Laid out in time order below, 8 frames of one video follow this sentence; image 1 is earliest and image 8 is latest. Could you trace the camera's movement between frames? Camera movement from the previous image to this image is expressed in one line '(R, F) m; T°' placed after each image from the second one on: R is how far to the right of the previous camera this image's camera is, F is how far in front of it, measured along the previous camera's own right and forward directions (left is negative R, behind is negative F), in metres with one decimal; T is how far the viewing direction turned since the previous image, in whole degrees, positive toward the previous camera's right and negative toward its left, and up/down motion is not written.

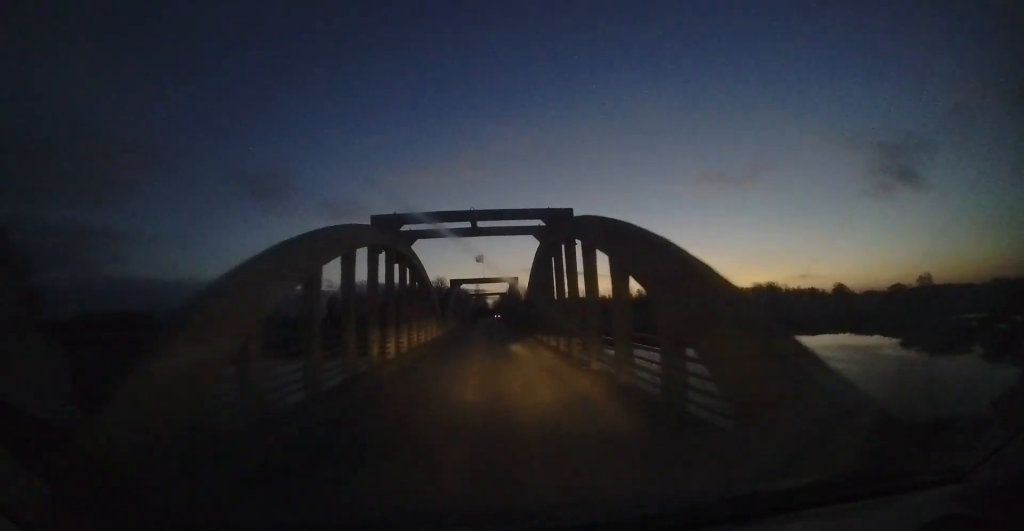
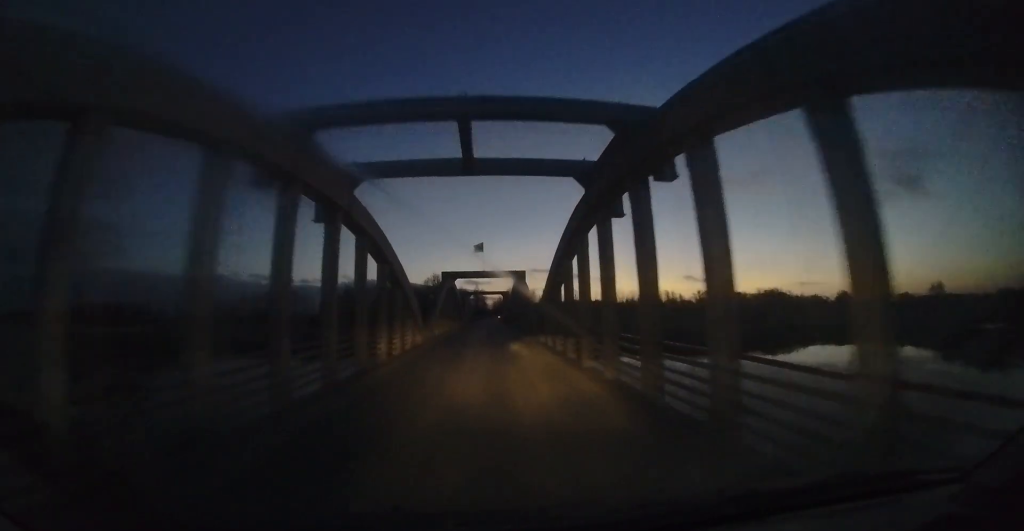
(+0.1, +7.5) m; +1°
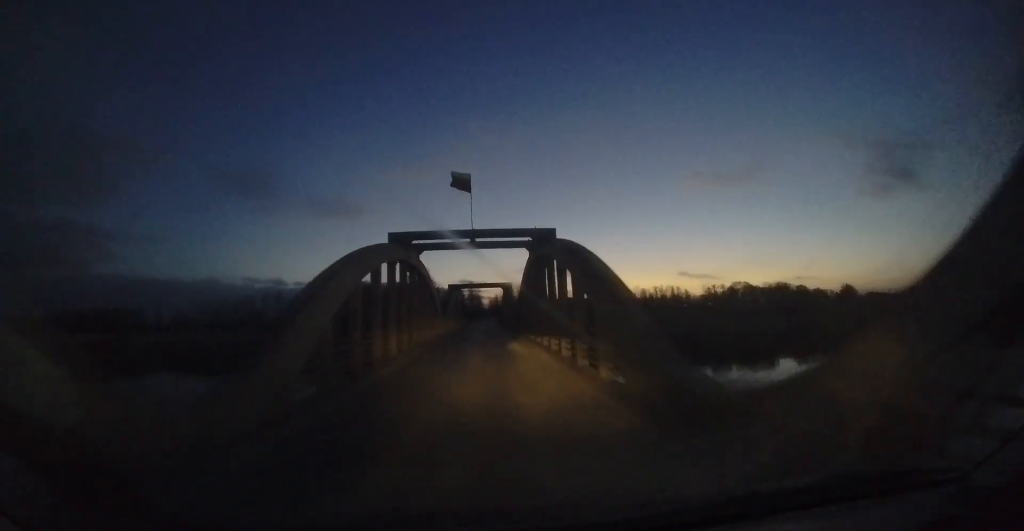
(+0.2, +16.0) m; +2°
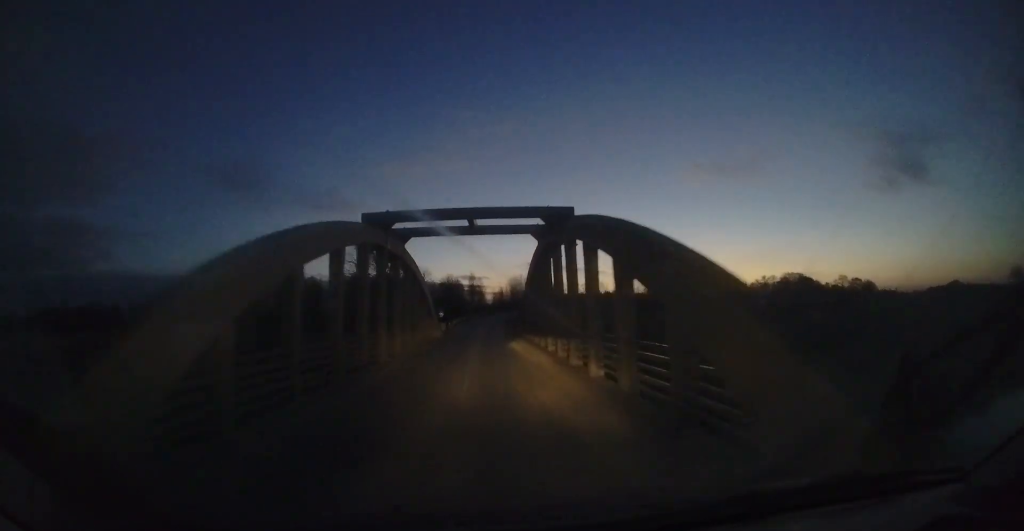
(-0.2, +29.0) m; -2°
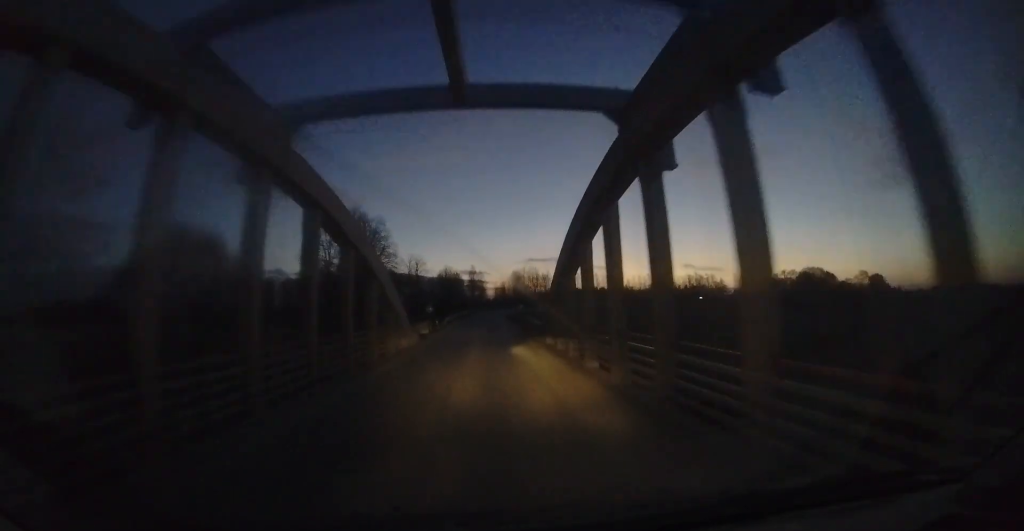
(-0.1, +9.7) m; +1°
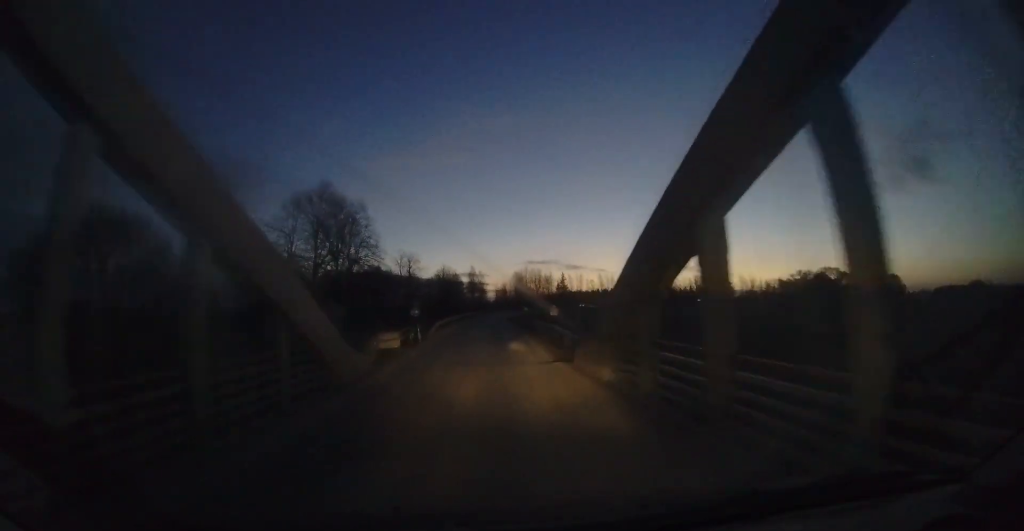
(+0.1, +7.4) m; +1°
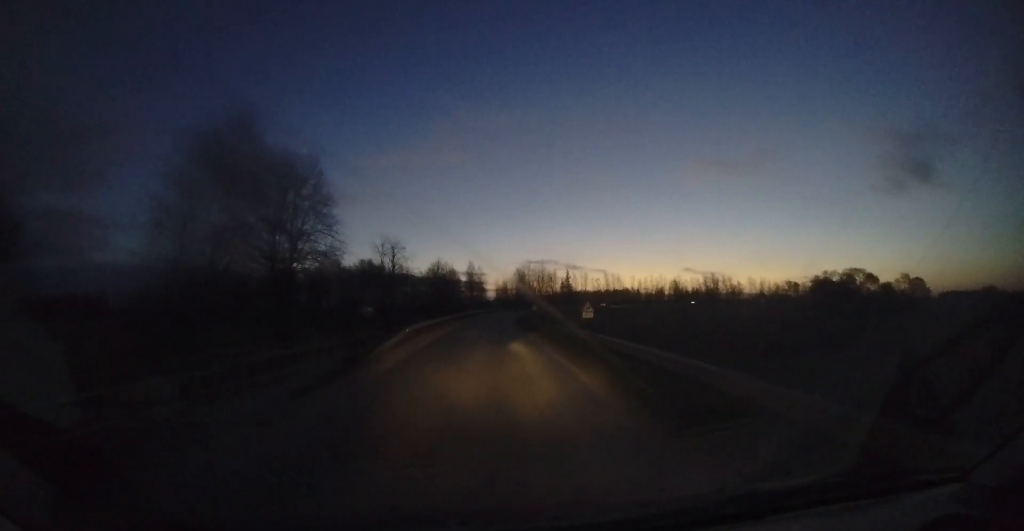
(+0.3, +11.0) m; +1°
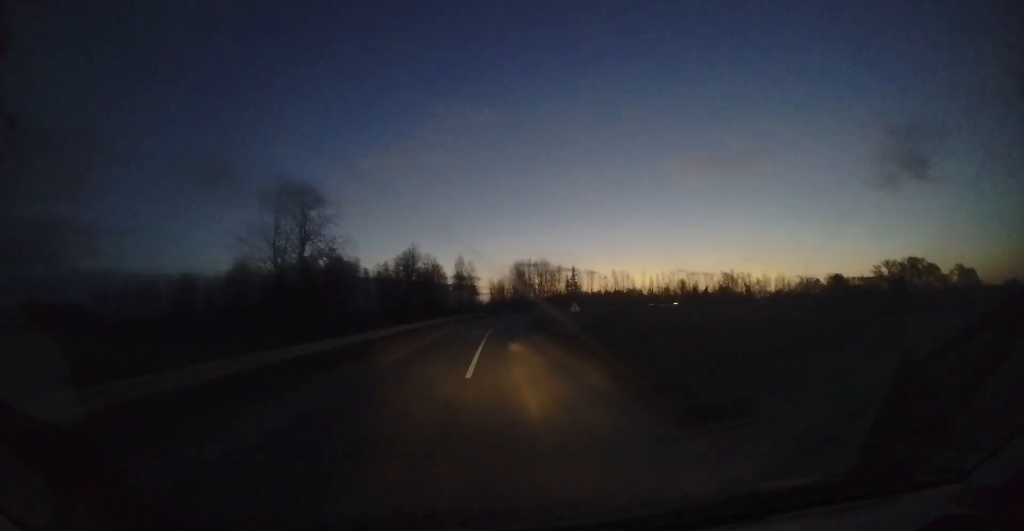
(0.0, +25.6) m; +1°
